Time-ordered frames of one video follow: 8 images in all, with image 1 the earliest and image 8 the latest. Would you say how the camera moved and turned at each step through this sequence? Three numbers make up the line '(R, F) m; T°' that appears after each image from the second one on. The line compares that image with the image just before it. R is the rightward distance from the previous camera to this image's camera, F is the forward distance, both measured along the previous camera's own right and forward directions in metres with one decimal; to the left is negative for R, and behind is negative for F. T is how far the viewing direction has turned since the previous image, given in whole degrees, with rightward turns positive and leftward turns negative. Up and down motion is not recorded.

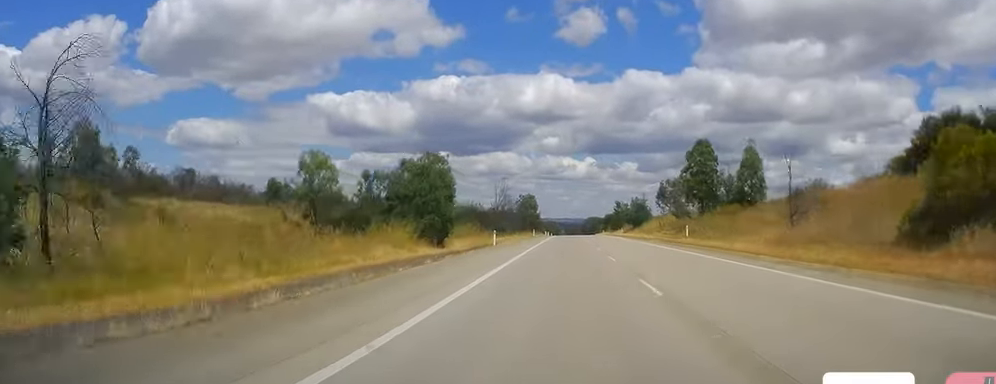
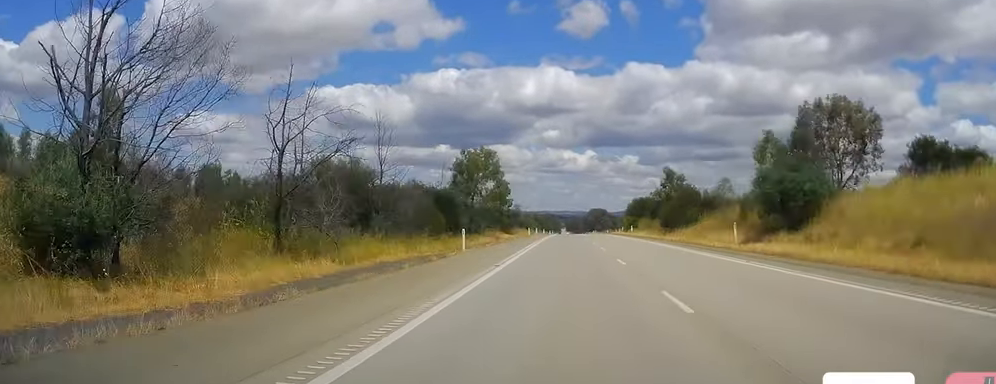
(-0.1, +75.6) m; 0°
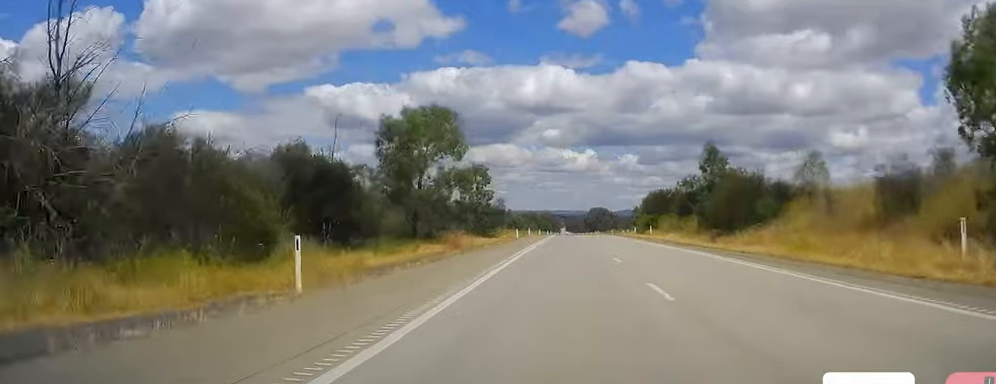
(+0.3, +22.3) m; 0°
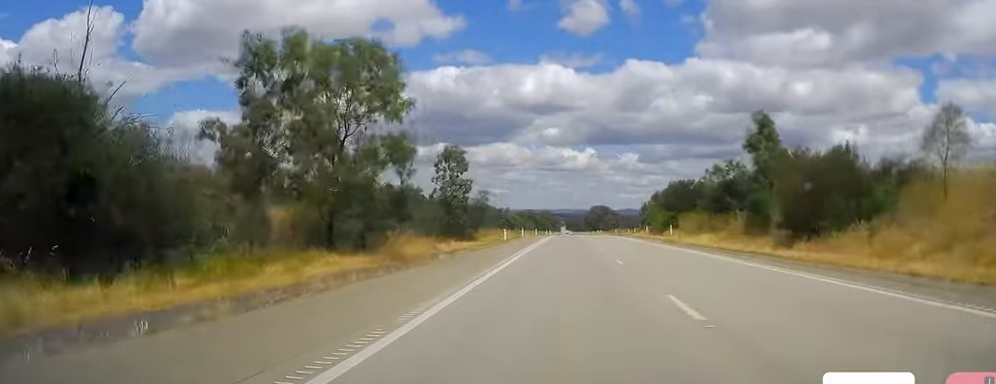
(0.0, +14.5) m; 0°
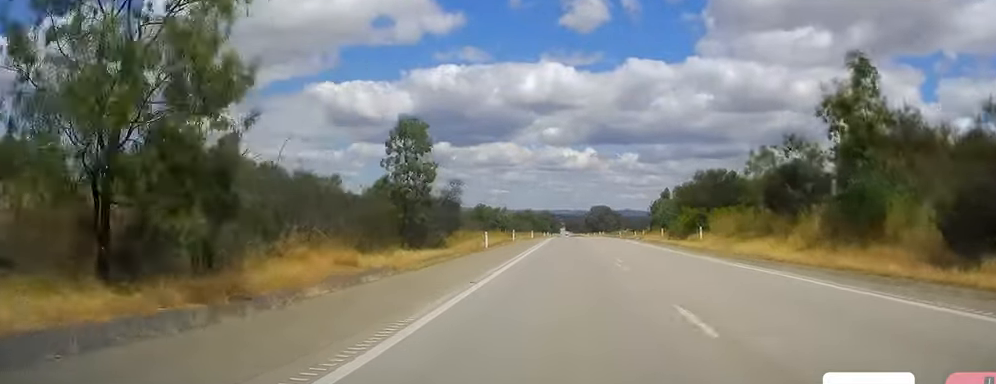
(-0.2, +13.6) m; 0°
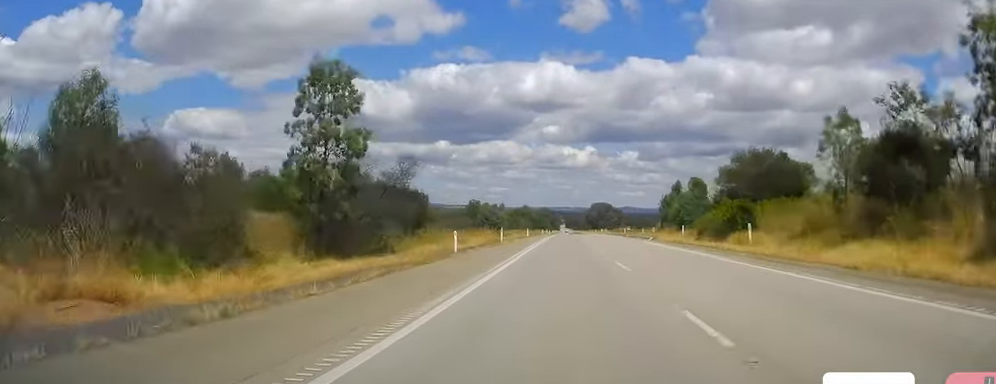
(-0.1, +12.6) m; 0°
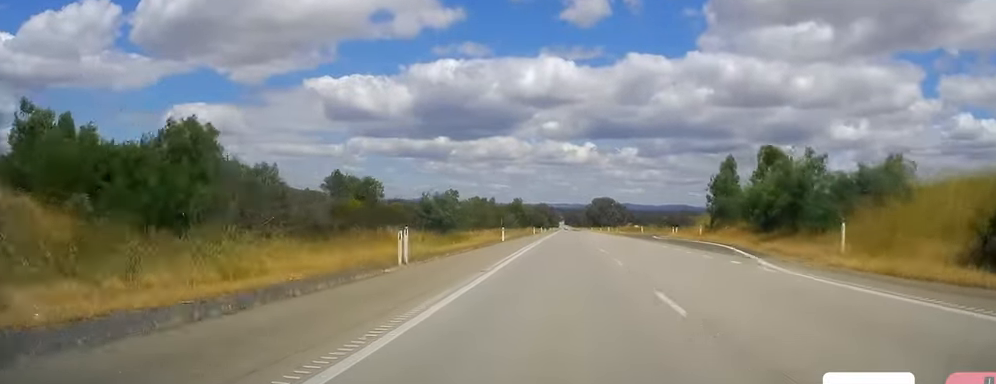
(+0.3, +34.0) m; 0°
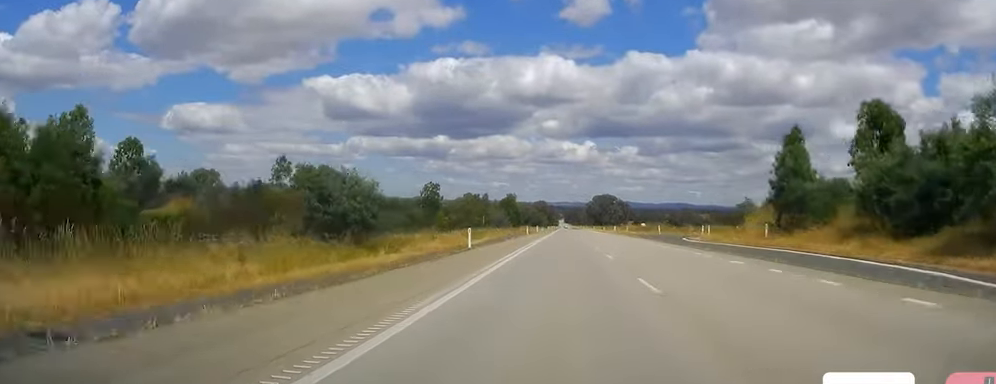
(-0.4, +20.3) m; 0°
